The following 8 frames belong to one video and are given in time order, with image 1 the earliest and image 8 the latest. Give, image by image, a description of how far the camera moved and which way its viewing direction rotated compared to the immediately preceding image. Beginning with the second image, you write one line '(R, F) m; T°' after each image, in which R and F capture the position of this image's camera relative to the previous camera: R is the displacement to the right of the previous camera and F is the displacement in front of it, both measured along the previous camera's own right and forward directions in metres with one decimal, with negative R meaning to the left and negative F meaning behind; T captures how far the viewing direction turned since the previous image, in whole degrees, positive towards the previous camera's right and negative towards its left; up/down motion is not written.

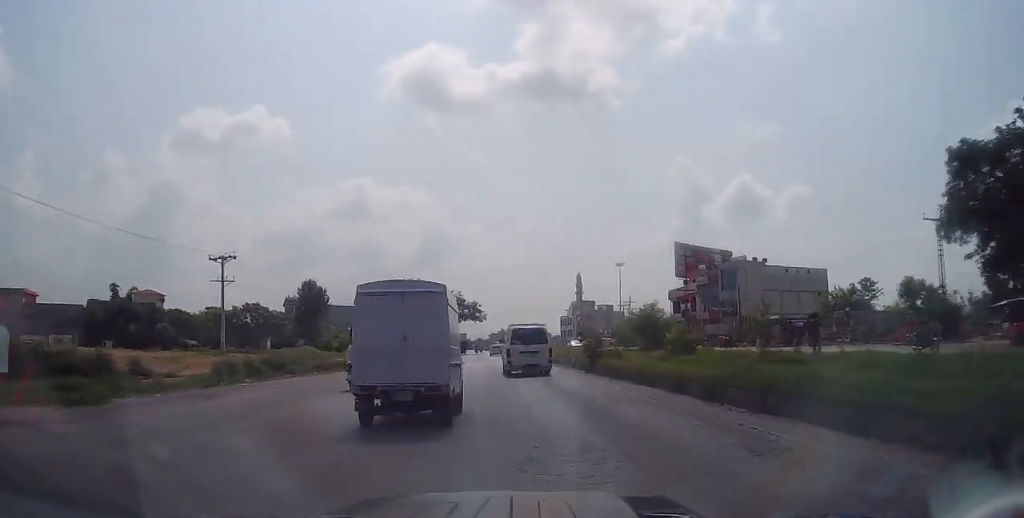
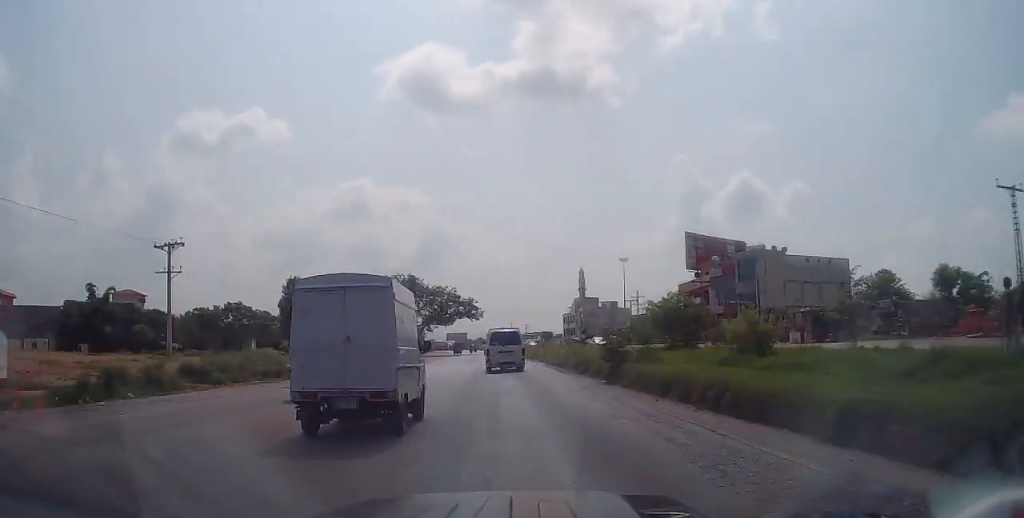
(+0.3, +7.7) m; 0°
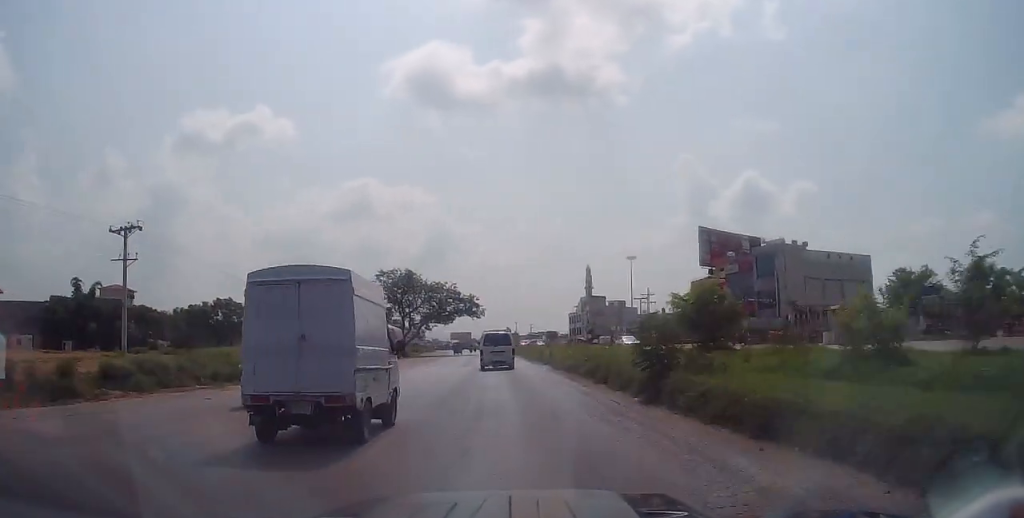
(-0.2, +5.6) m; -2°
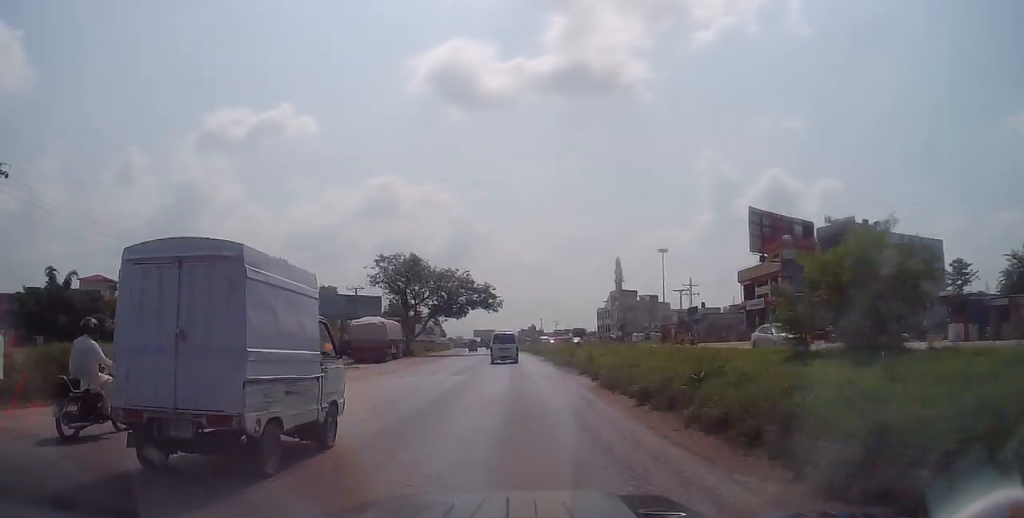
(-0.4, +12.8) m; -3°
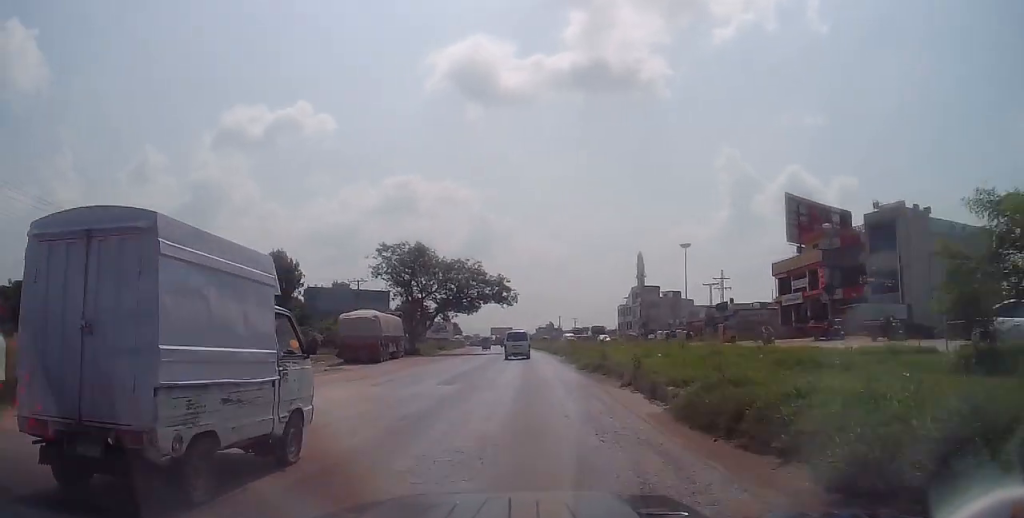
(-0.1, +6.9) m; -1°
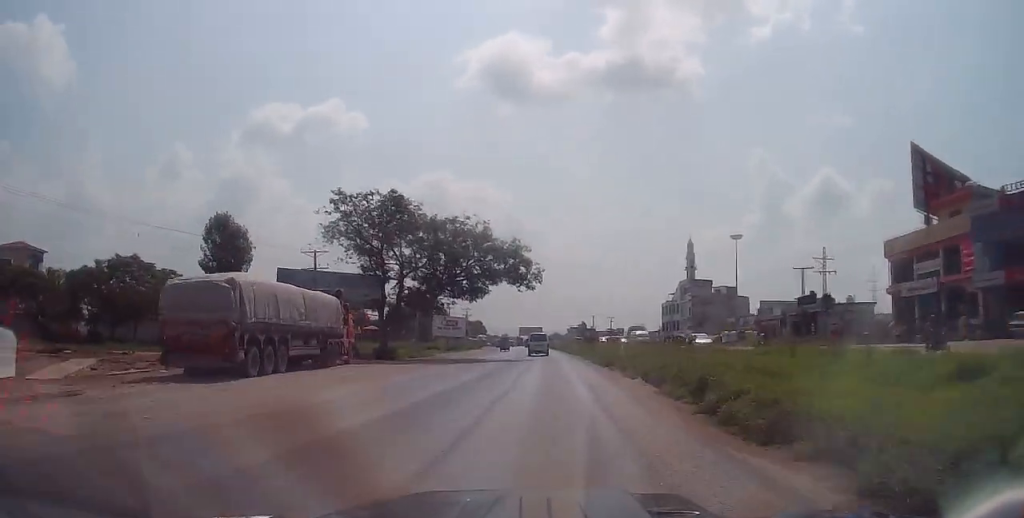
(-0.7, +23.0) m; -1°
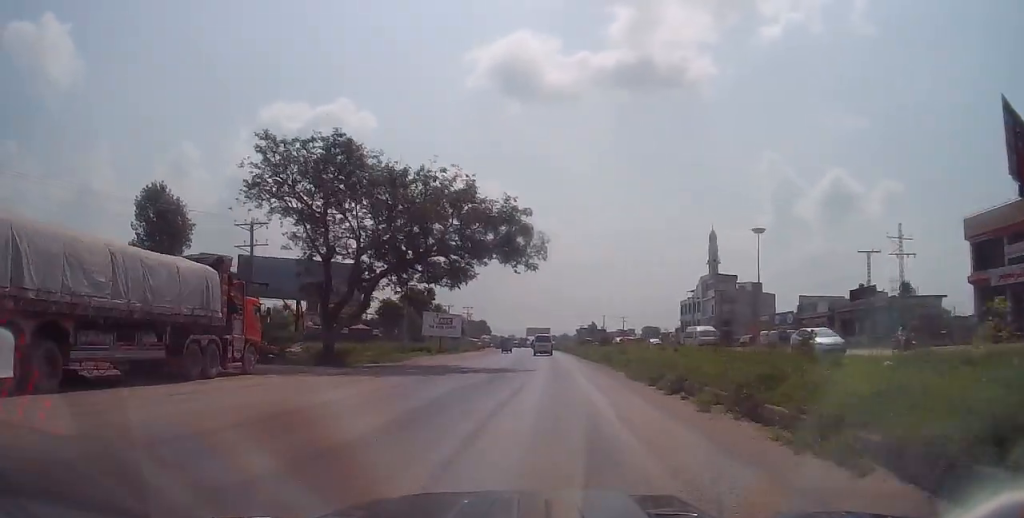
(+0.4, +13.0) m; 0°
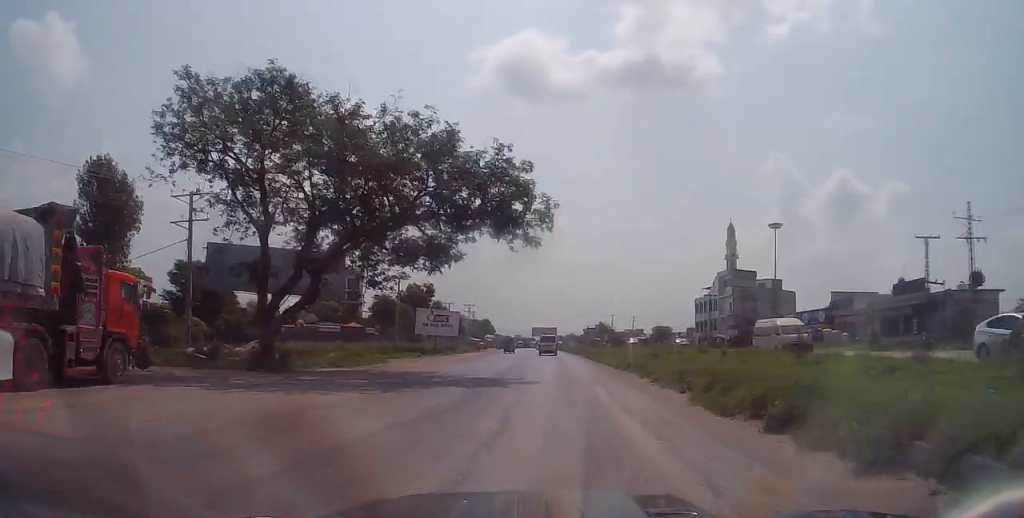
(-0.2, +8.1) m; -1°
